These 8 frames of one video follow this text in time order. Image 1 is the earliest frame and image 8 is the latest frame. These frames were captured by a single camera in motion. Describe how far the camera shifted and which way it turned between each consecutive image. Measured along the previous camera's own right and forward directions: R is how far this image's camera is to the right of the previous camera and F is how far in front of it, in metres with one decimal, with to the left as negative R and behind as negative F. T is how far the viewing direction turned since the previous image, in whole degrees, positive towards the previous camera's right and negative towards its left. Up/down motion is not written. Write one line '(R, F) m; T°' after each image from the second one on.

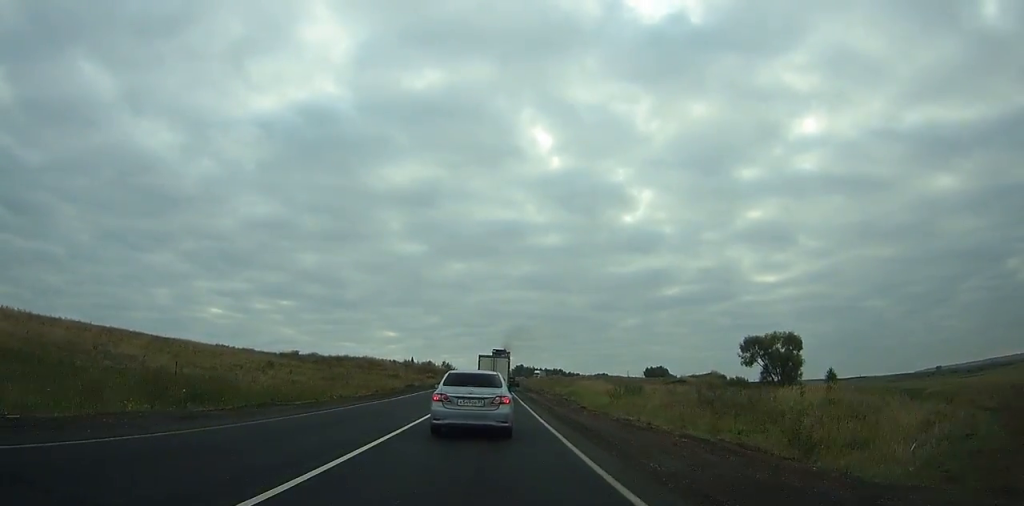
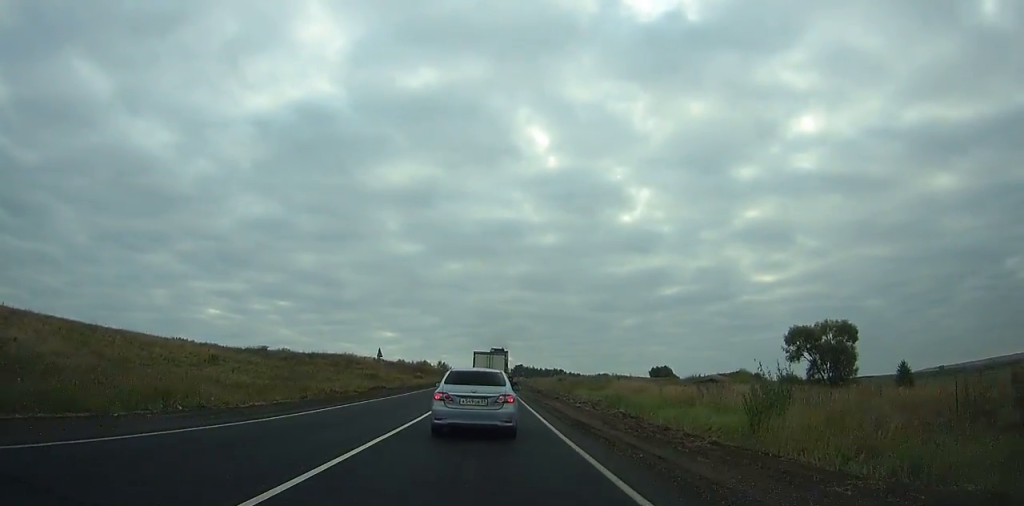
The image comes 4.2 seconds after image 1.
(-0.1, +17.1) m; 0°
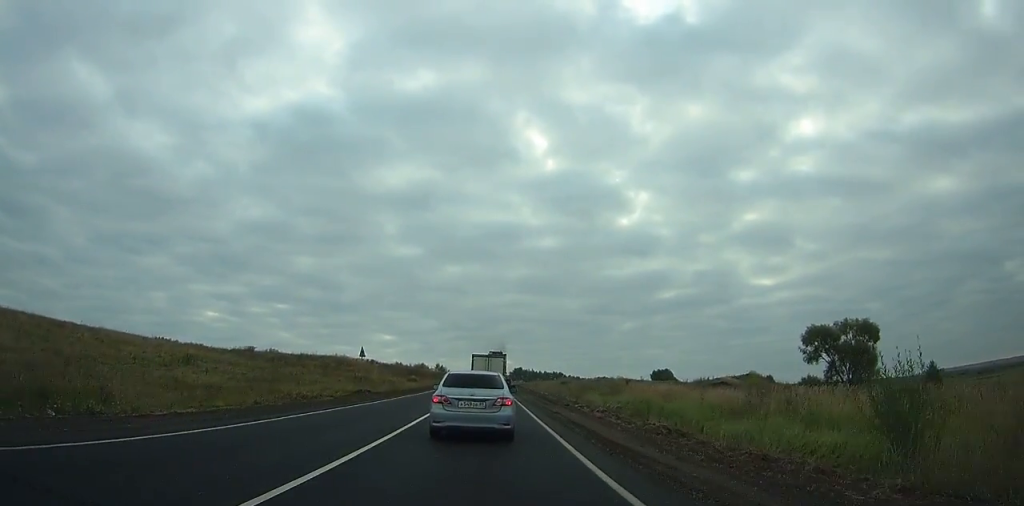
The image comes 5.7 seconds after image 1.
(+0.1, +6.0) m; 0°
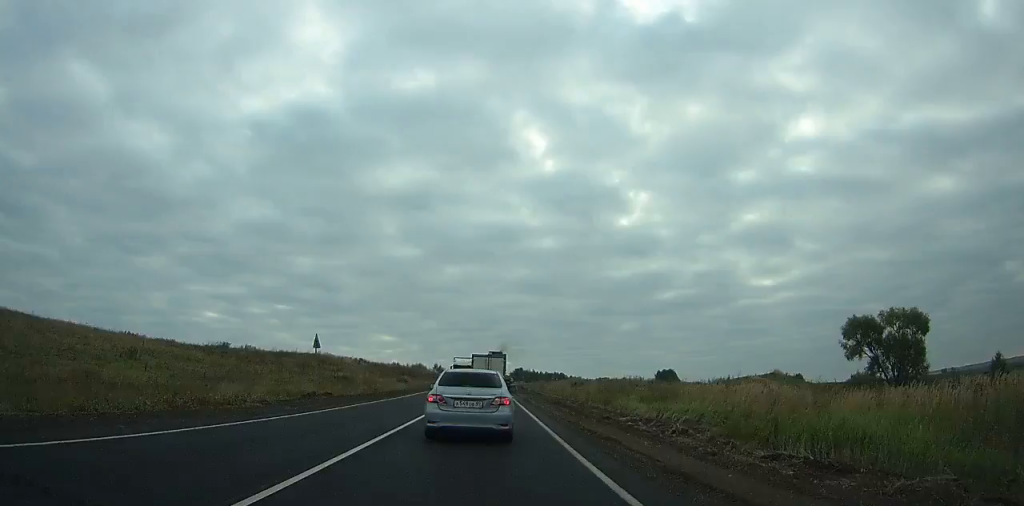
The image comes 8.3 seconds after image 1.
(-0.1, +10.4) m; 0°
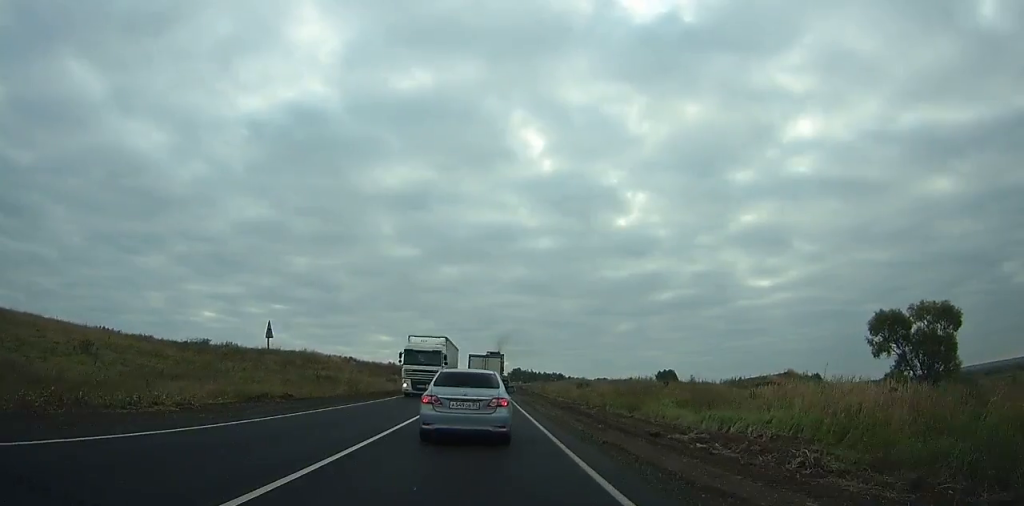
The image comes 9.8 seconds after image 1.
(0.0, +6.0) m; 0°
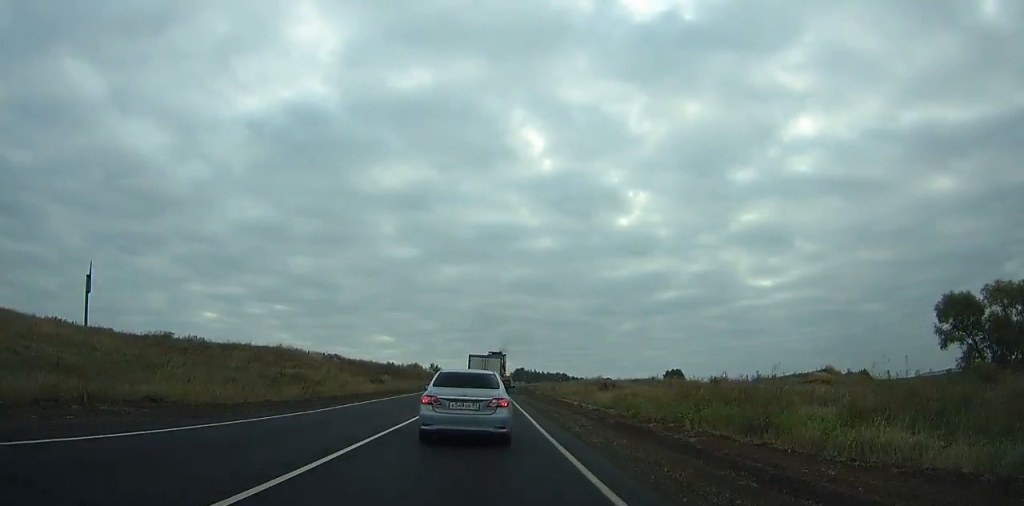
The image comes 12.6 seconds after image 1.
(+0.1, +11.4) m; 0°
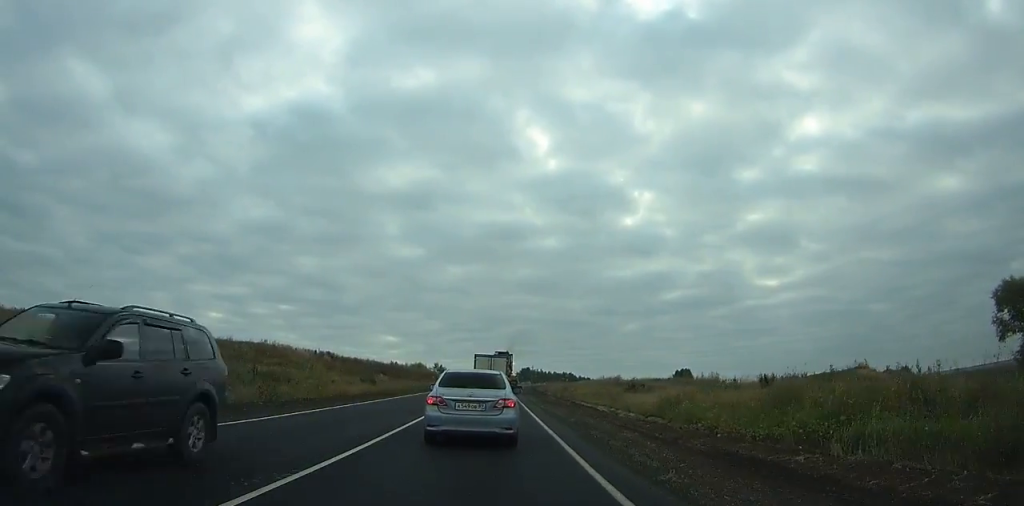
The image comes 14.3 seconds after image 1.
(0.0, +7.0) m; -1°
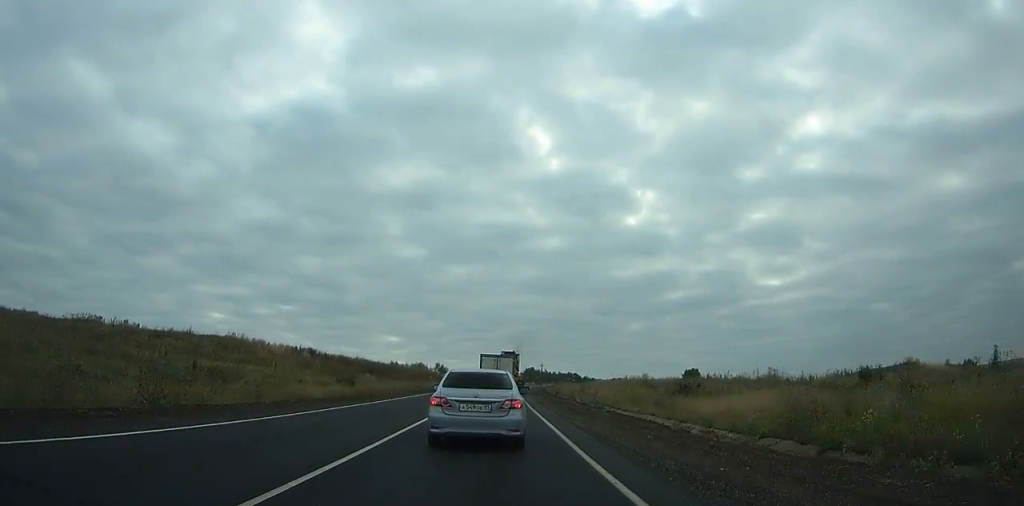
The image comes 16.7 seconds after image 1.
(-0.1, +10.0) m; -1°
